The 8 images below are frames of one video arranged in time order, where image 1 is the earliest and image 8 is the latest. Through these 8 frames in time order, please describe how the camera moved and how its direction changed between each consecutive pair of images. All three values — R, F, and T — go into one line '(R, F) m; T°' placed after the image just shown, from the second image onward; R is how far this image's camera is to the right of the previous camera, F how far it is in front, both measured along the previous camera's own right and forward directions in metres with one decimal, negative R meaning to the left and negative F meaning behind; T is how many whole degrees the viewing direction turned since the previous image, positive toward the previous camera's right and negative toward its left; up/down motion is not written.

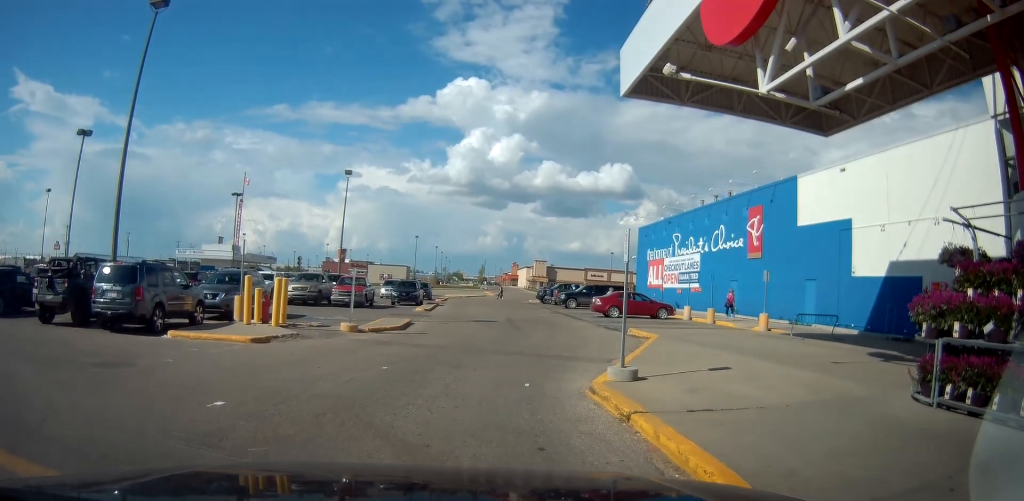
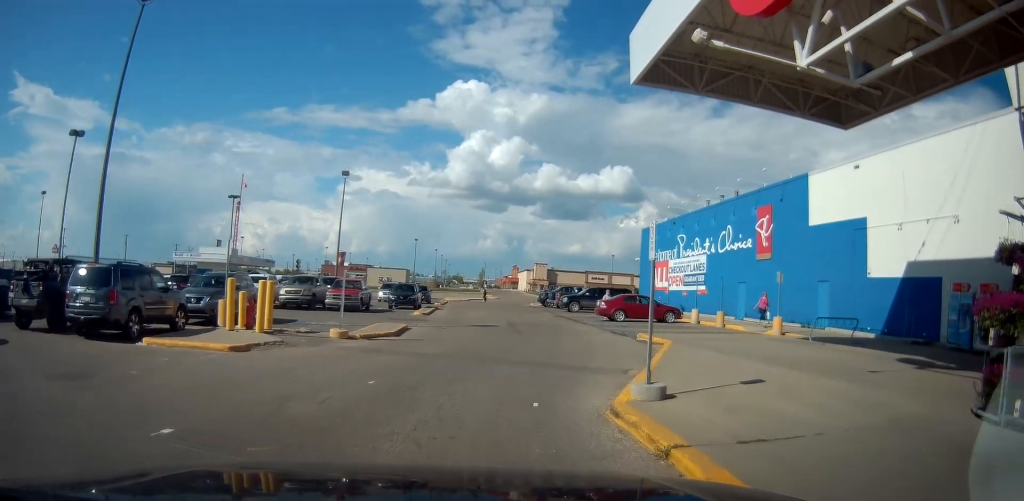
(0.0, +1.5) m; 0°
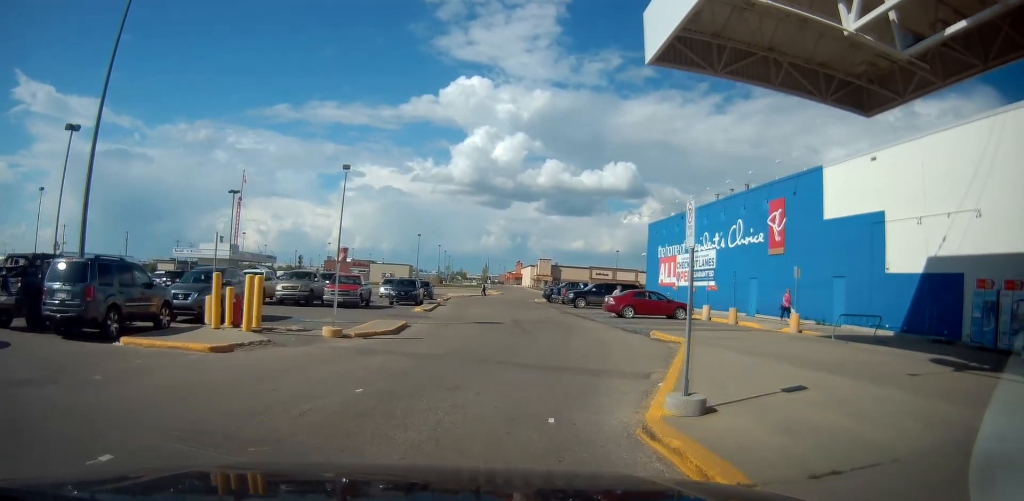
(0.0, +0.5) m; 0°
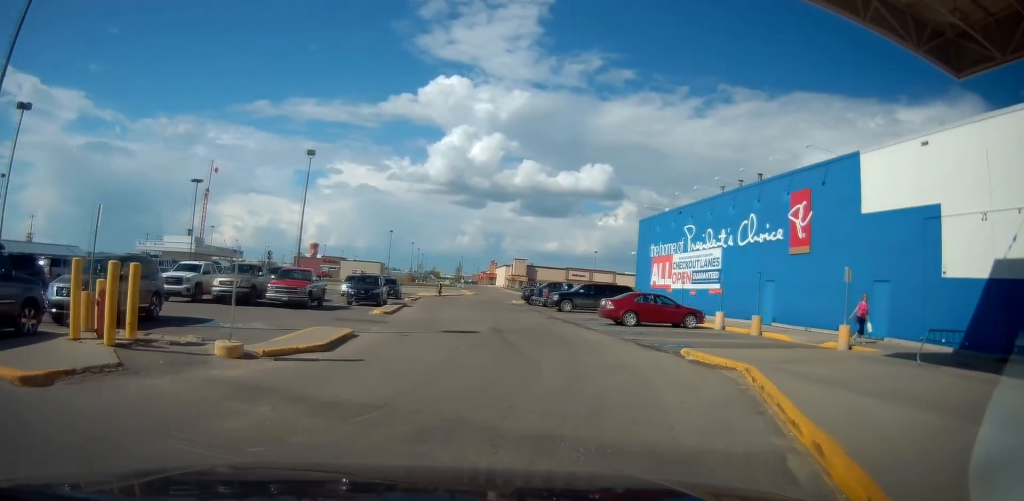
(0.0, +2.5) m; 0°
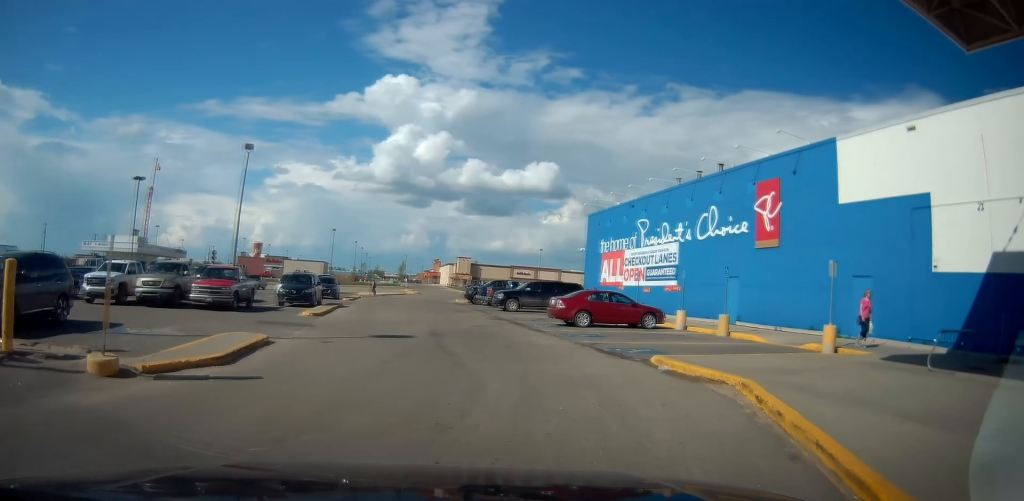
(0.0, +1.8) m; +3°
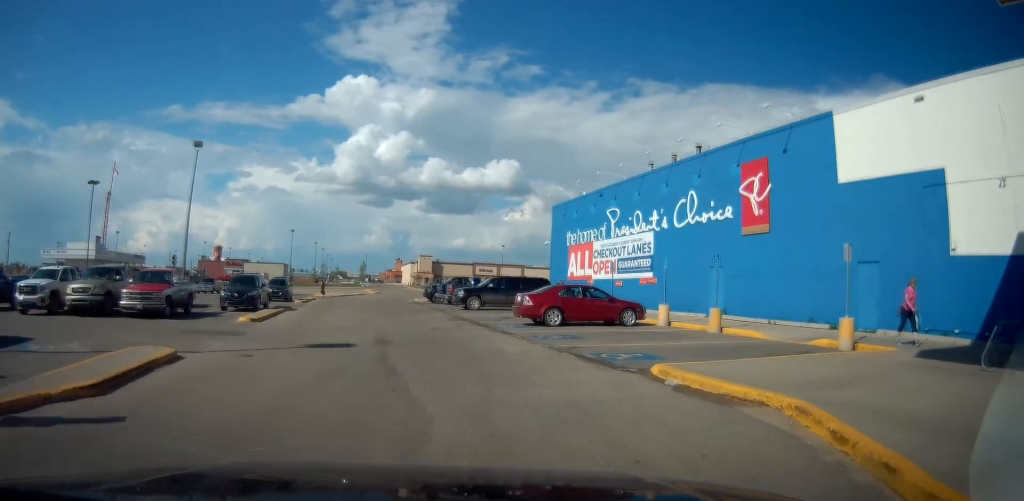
(0.0, +2.3) m; +4°
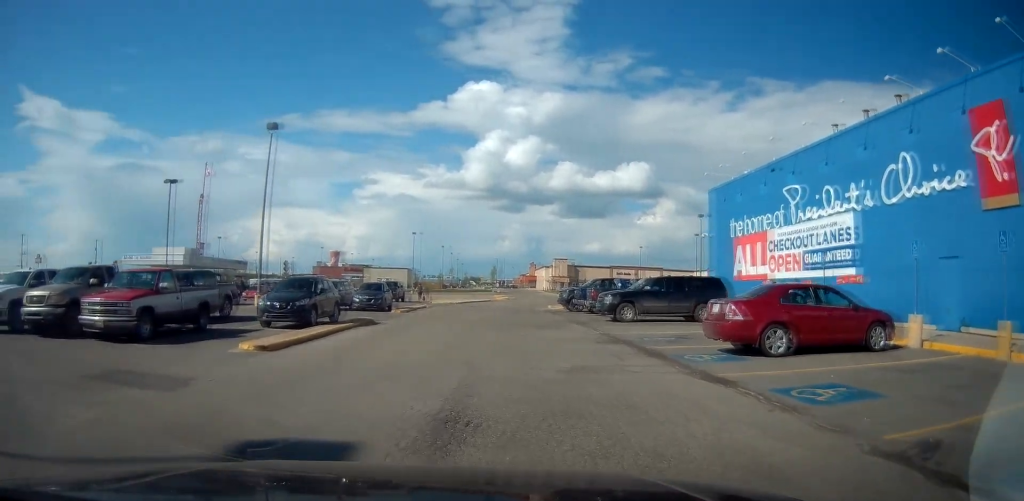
(-0.5, +8.8) m; -19°
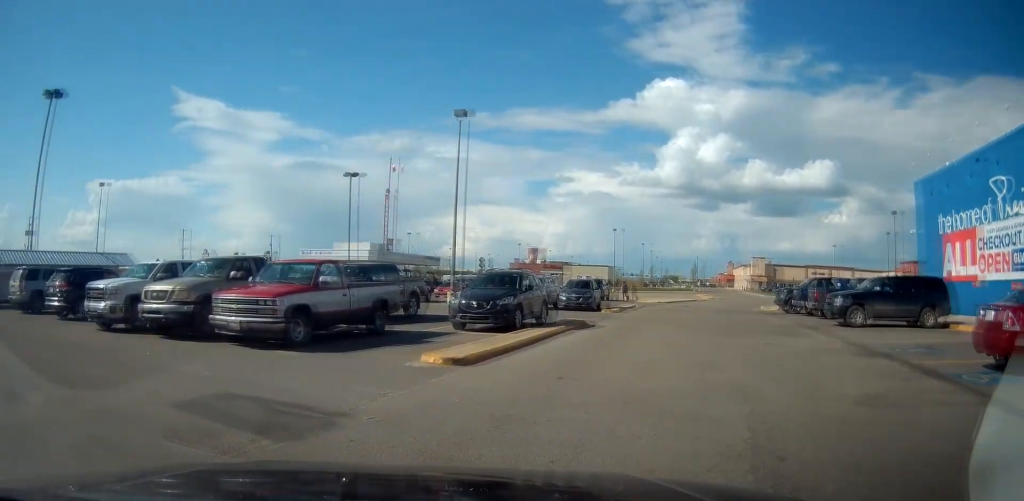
(-0.2, +3.0) m; -15°
